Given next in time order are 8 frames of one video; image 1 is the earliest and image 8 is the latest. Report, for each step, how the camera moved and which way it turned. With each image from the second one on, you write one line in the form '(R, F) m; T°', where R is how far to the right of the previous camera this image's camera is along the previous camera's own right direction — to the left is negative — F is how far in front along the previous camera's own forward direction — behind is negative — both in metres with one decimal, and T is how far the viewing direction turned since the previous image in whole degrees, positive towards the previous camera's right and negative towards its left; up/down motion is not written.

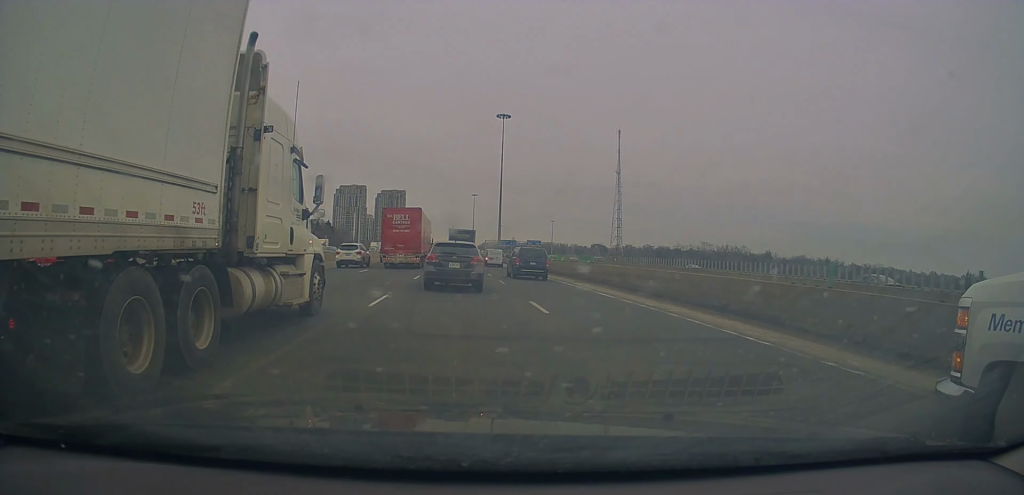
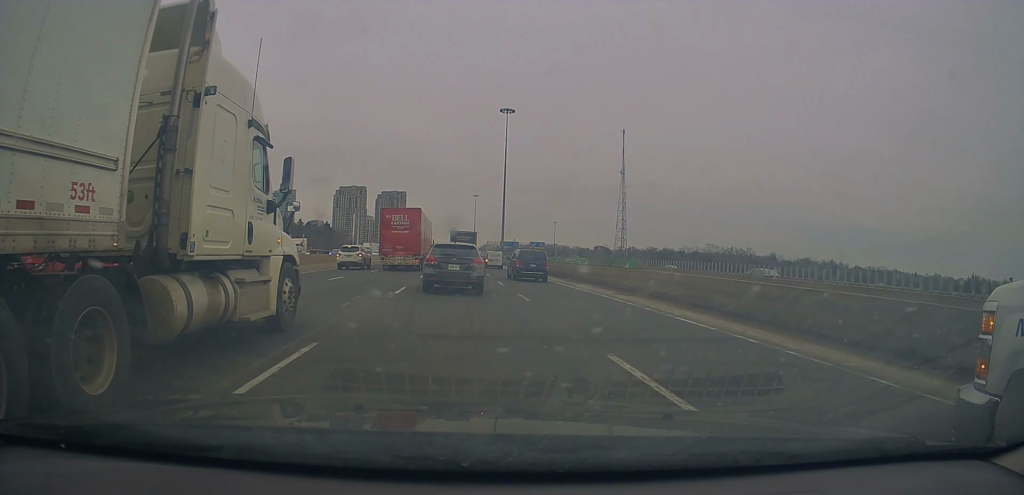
(-0.1, +8.5) m; +1°
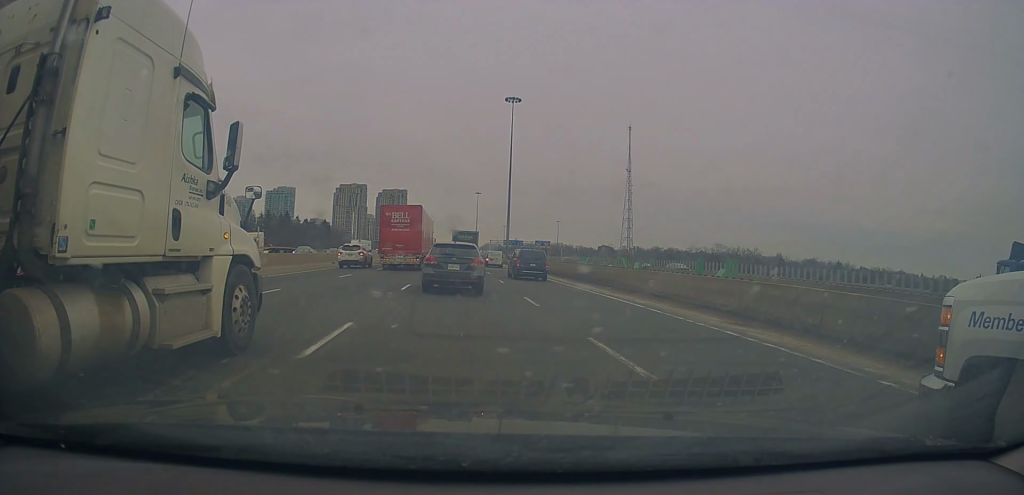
(+0.3, +10.7) m; 0°
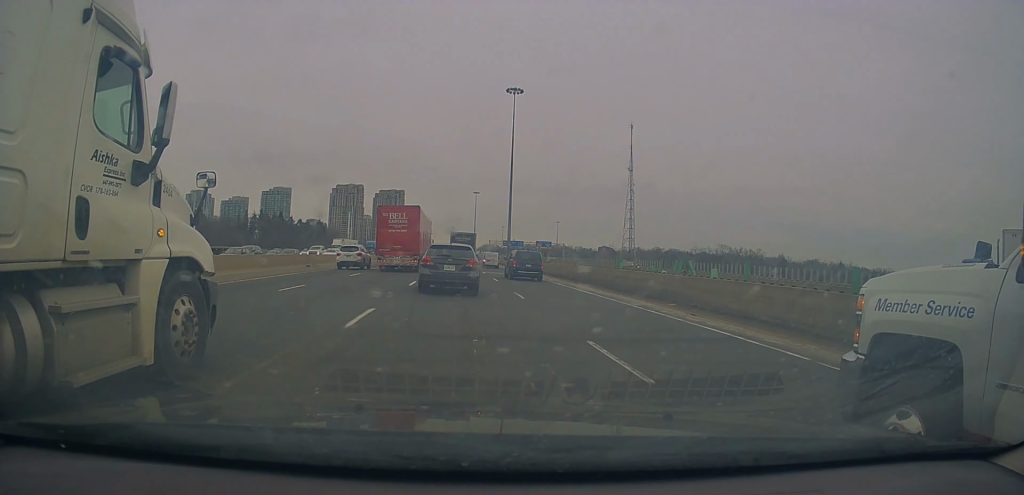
(-0.1, +9.5) m; -1°
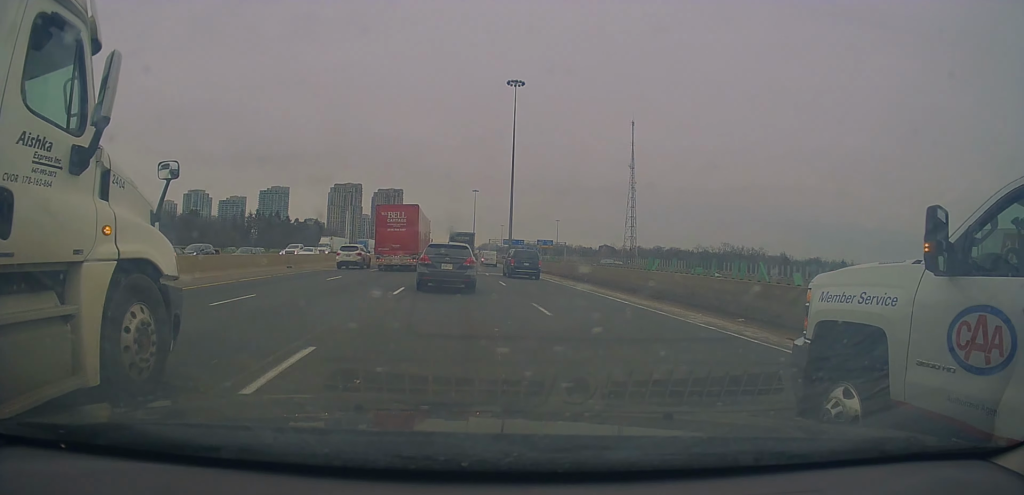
(-0.2, +5.8) m; -1°
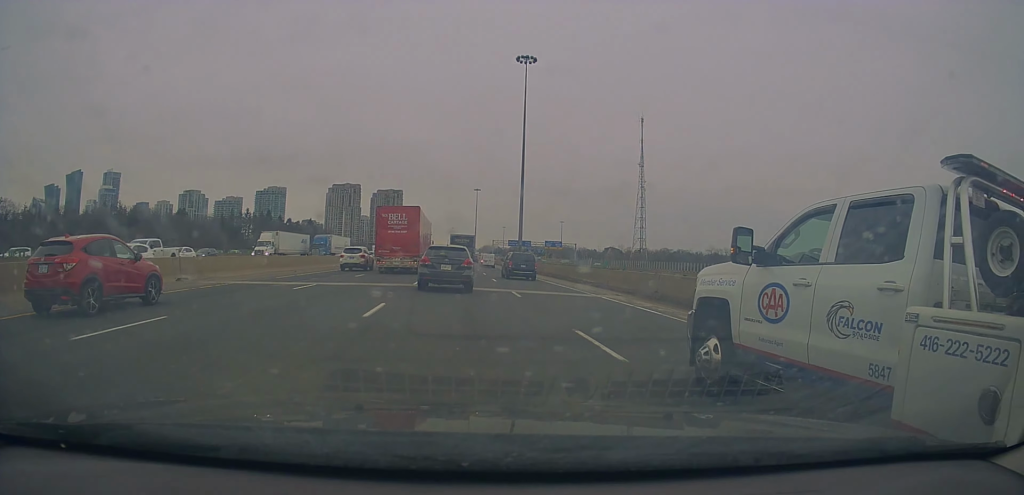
(+0.2, +17.6) m; 0°
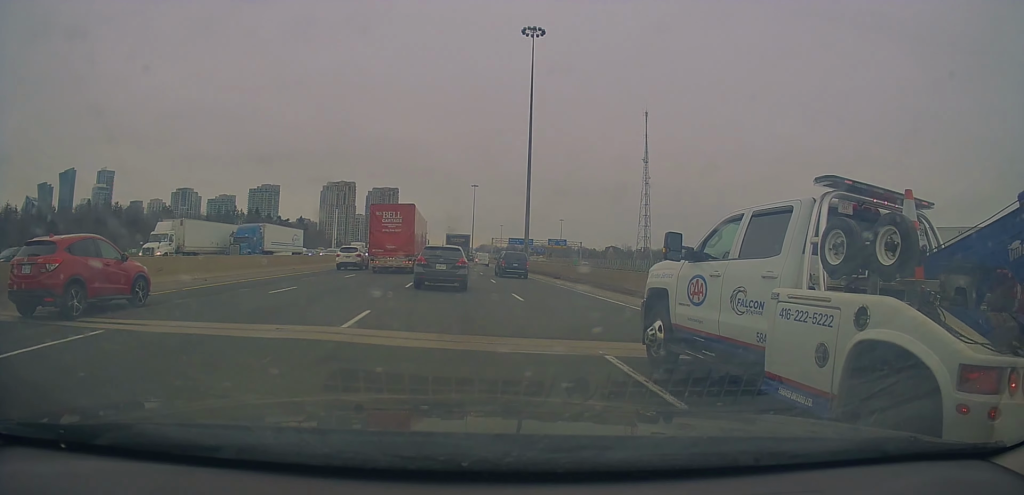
(0.0, +13.0) m; +2°
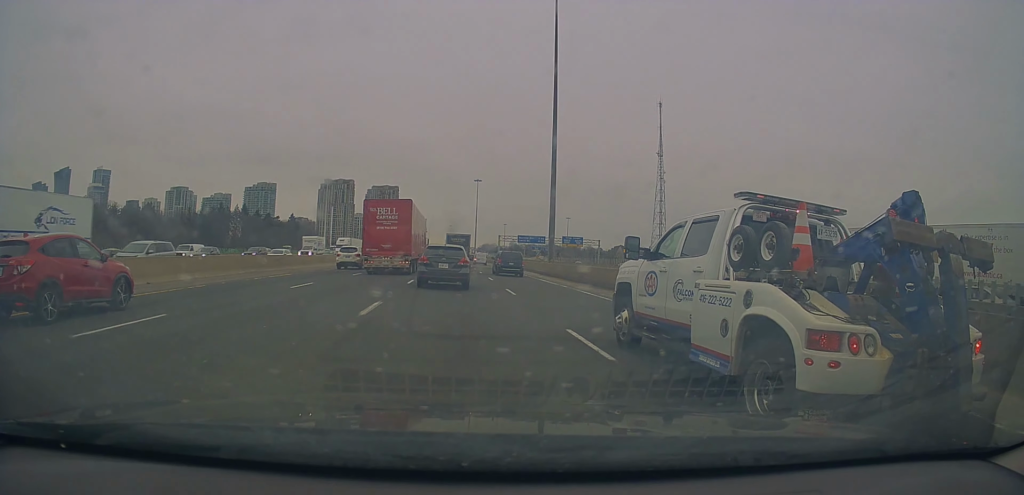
(+0.3, +20.3) m; 0°
